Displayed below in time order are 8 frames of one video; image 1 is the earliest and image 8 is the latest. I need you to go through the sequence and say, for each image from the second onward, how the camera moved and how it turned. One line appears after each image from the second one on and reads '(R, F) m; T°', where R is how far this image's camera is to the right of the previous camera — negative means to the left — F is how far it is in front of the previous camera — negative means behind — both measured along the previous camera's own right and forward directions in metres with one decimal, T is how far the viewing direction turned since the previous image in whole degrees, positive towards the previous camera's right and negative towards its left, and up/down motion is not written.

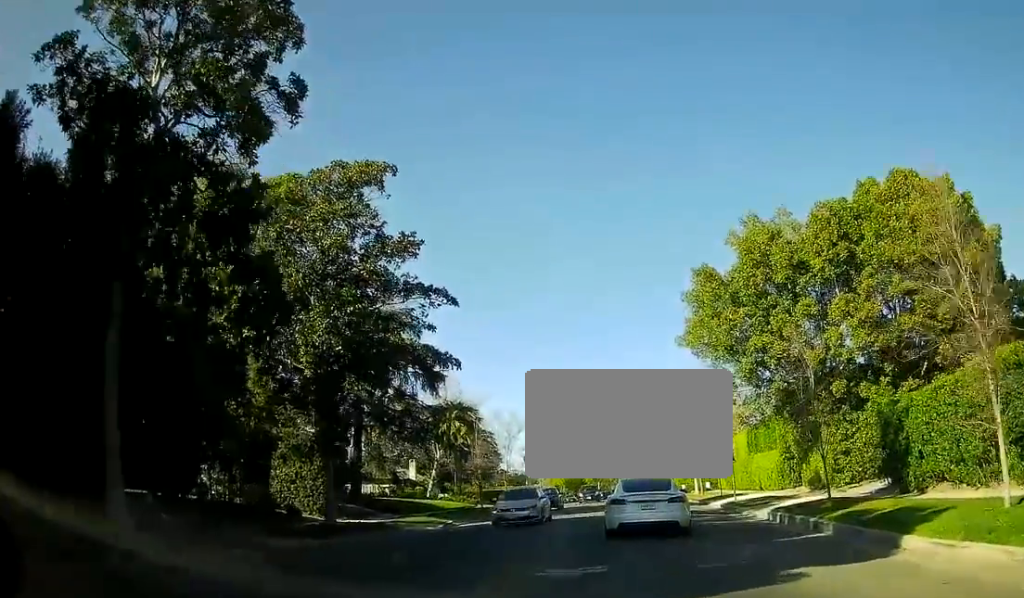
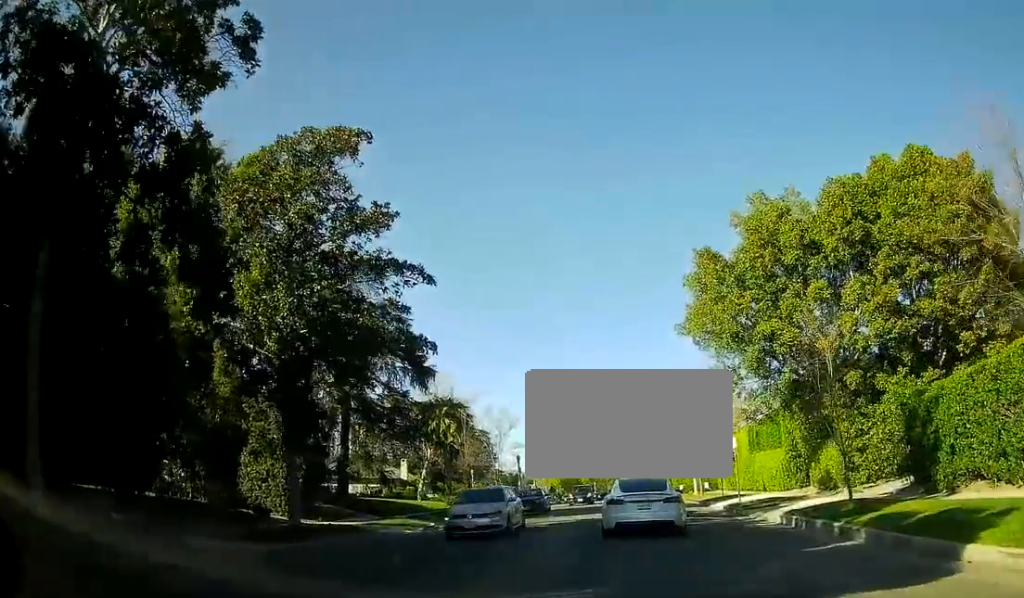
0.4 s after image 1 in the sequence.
(-0.2, +2.3) m; +1°
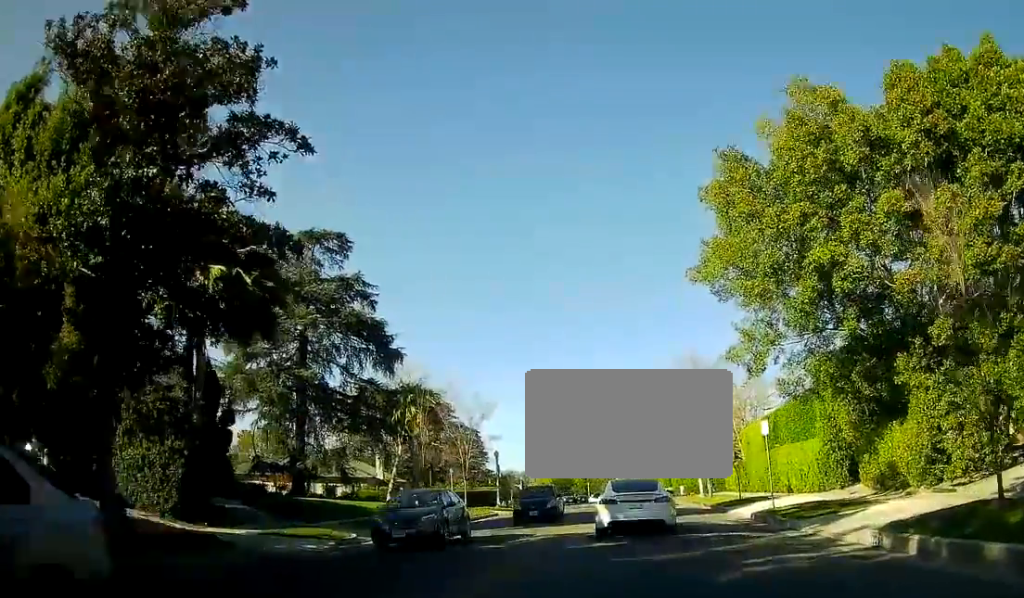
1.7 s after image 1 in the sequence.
(+0.8, +8.7) m; +4°
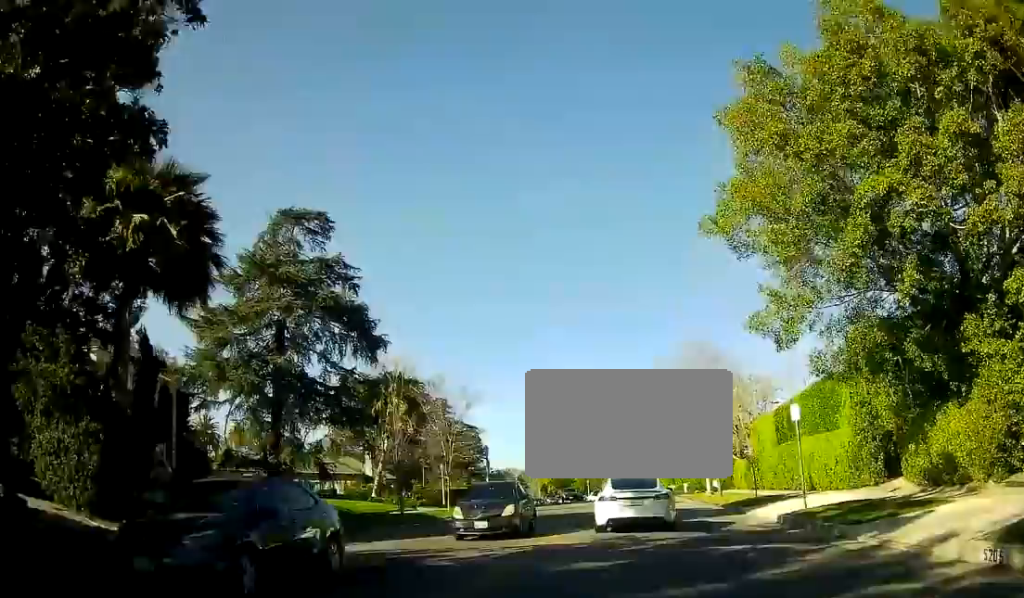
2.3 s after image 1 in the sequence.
(0.0, +4.2) m; -2°
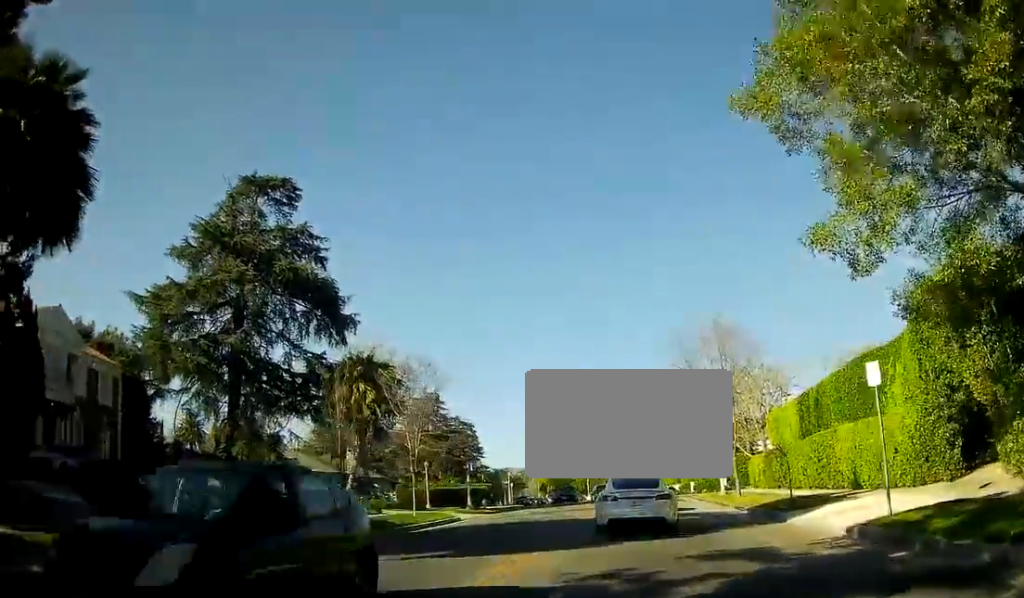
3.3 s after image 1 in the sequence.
(-0.3, +6.5) m; -3°
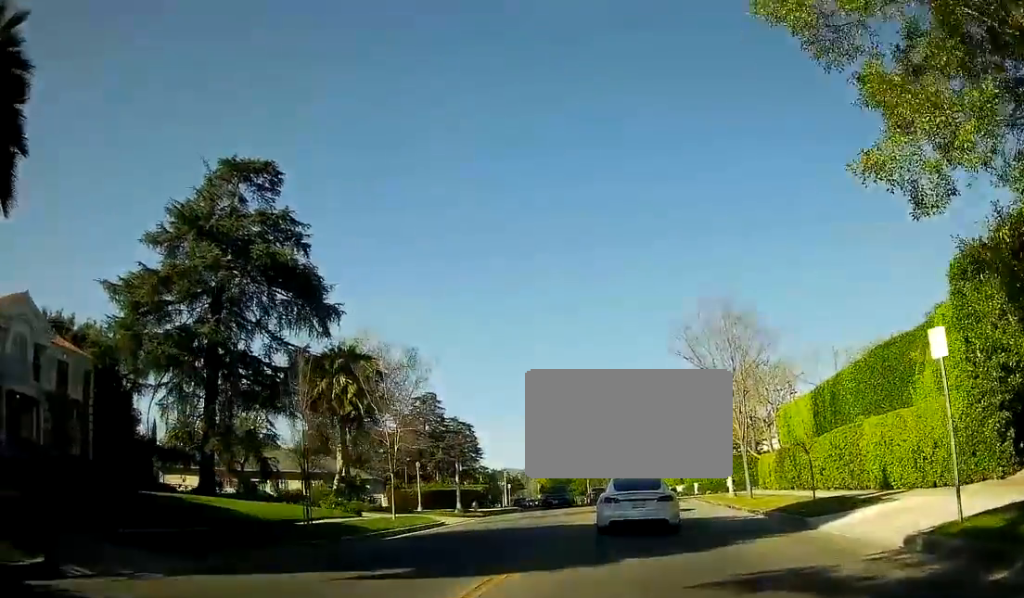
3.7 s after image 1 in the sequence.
(0.0, +3.2) m; +1°
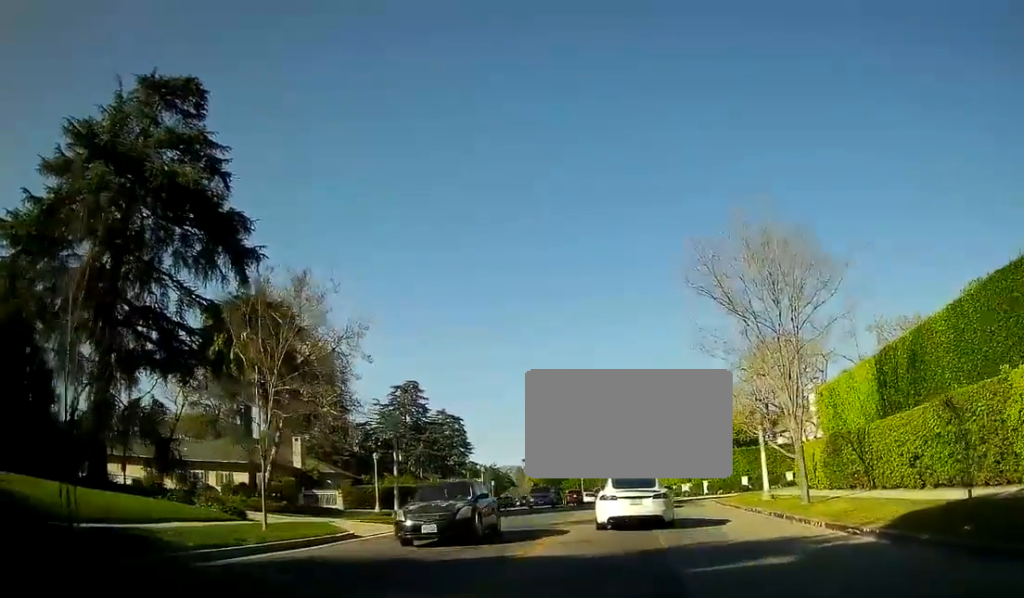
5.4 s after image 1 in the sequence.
(+0.6, +11.2) m; +5°
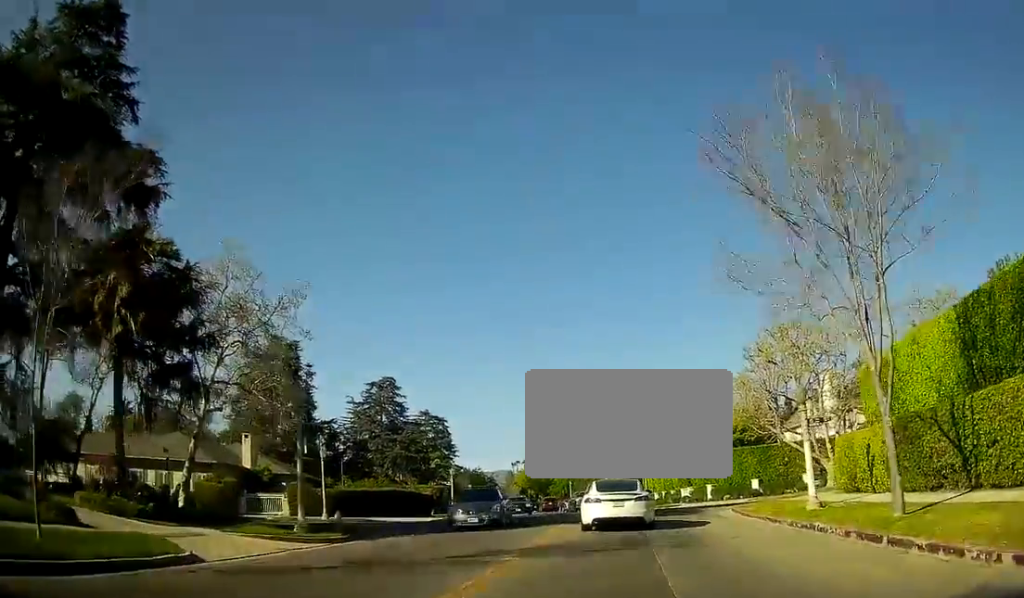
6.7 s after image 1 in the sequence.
(0.0, +9.5) m; 0°
